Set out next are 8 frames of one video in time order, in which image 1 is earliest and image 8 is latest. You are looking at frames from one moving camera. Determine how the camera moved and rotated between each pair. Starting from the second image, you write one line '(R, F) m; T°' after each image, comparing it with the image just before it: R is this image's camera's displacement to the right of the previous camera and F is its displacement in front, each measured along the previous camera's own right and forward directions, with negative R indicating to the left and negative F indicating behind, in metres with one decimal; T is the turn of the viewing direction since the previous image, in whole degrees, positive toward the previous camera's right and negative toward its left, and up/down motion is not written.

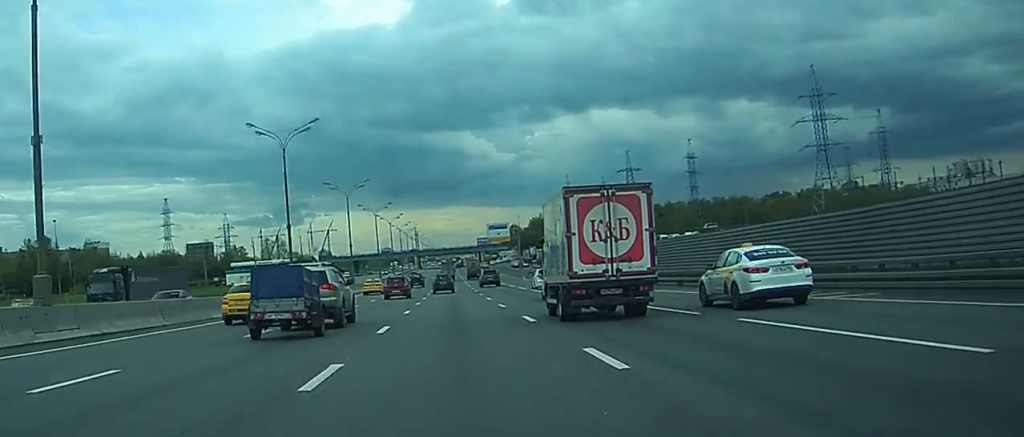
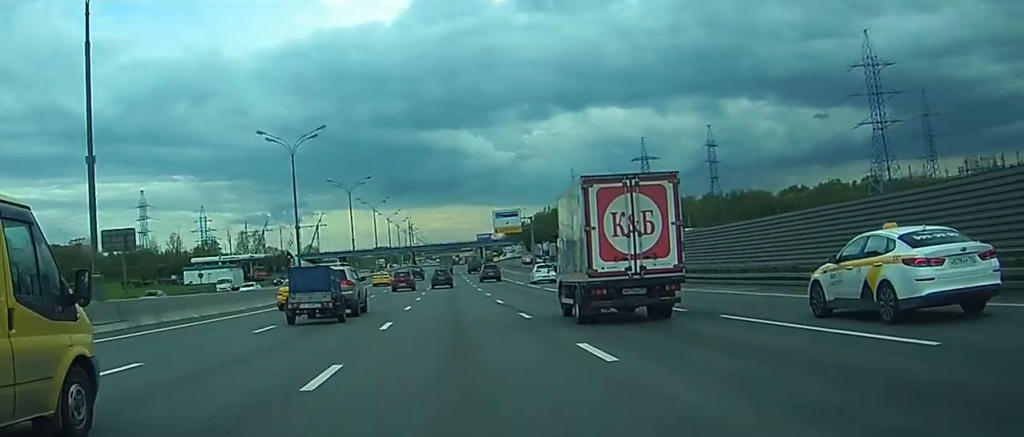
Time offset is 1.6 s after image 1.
(+0.2, +33.9) m; -1°
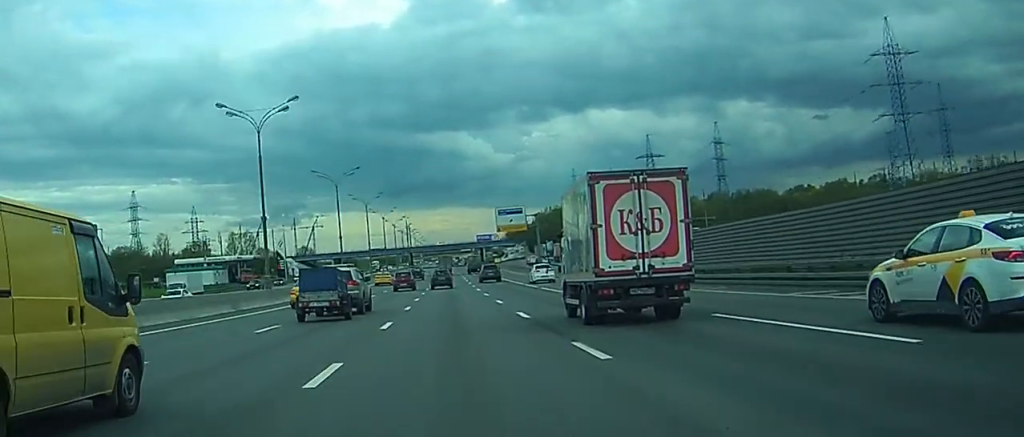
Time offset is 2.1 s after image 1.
(-0.4, +10.9) m; 0°
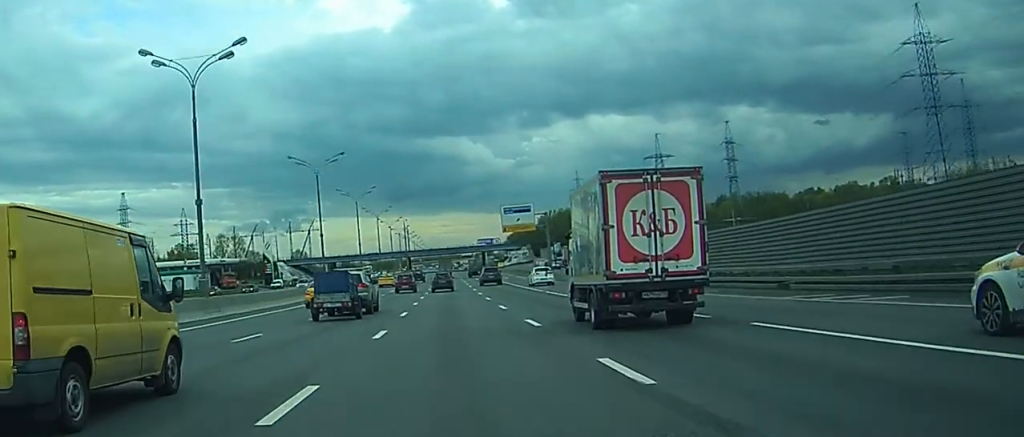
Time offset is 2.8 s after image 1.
(-0.2, +13.6) m; +1°
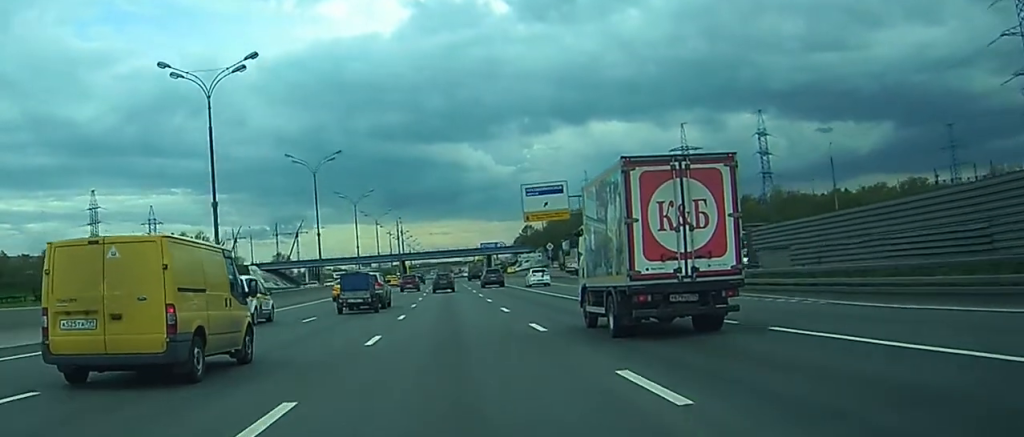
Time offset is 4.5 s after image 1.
(+1.0, +35.6) m; +1°
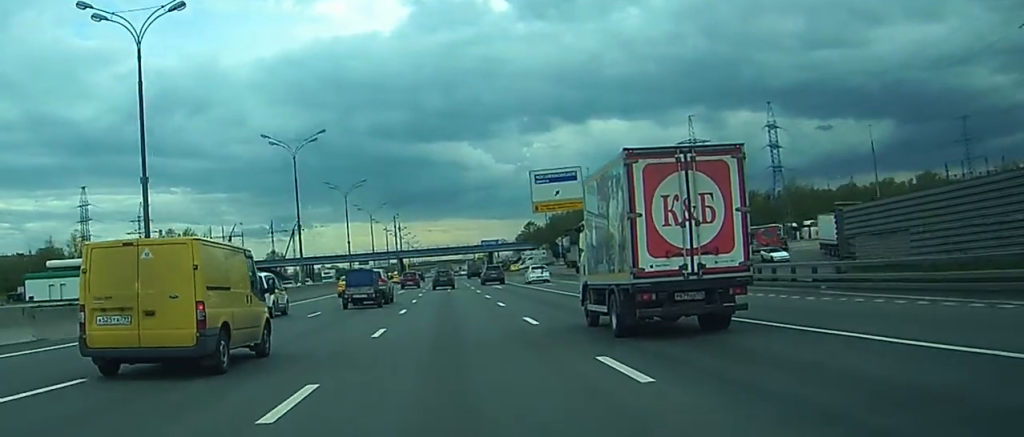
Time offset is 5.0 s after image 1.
(0.0, +10.2) m; 0°
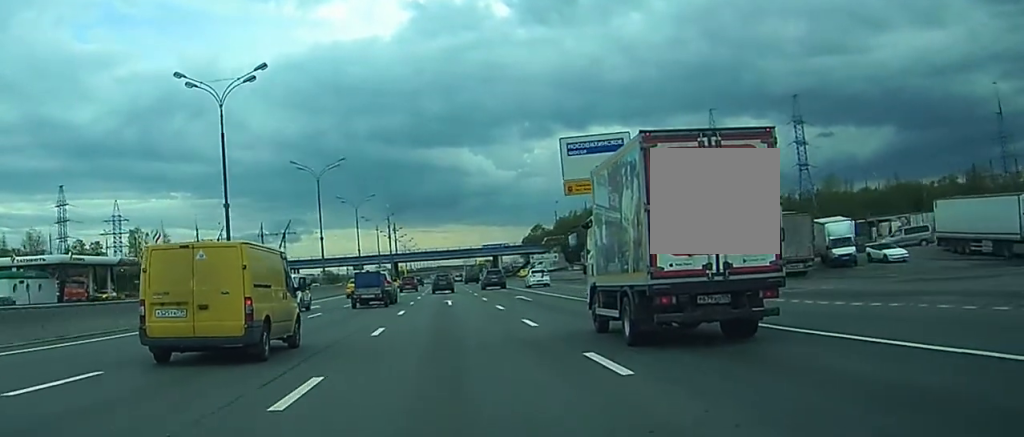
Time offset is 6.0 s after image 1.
(+0.1, +22.9) m; 0°
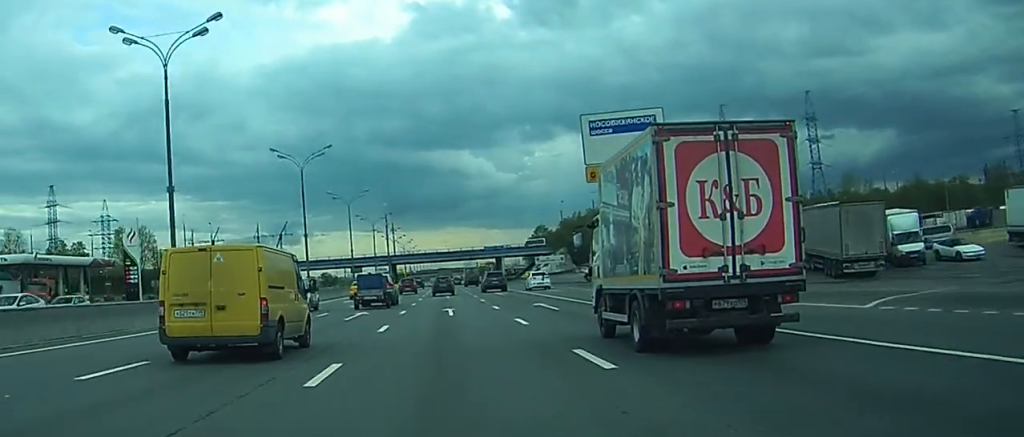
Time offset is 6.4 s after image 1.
(0.0, +9.7) m; 0°
